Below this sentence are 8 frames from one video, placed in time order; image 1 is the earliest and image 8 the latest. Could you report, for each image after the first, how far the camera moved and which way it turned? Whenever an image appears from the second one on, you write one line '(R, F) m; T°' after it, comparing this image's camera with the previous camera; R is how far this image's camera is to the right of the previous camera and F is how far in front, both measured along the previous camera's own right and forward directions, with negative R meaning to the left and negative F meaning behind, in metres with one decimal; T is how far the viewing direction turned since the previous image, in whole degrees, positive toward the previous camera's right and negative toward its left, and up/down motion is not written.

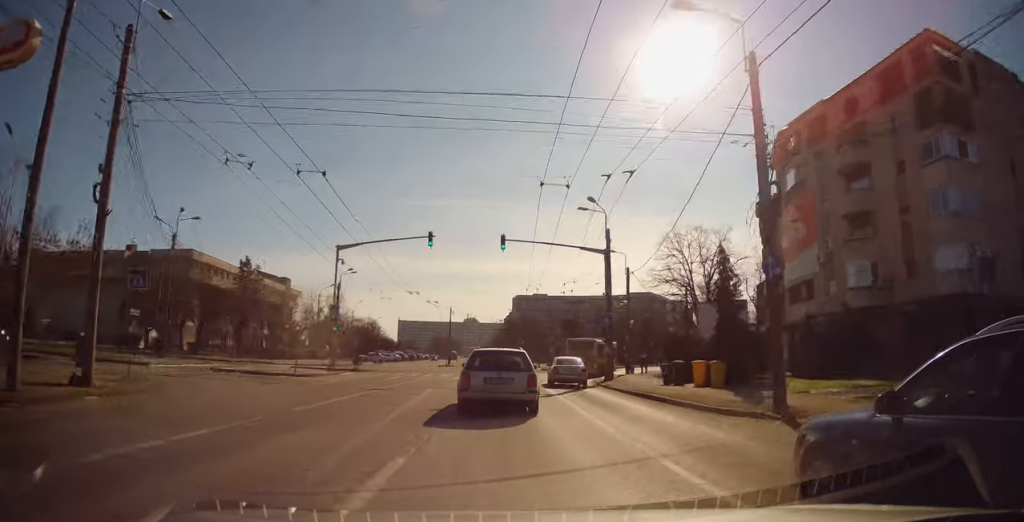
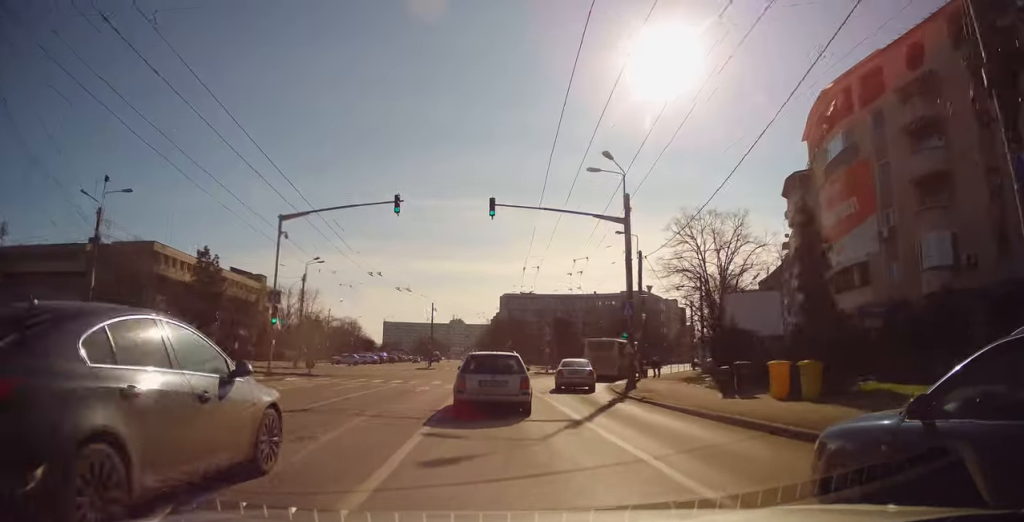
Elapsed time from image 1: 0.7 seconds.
(0.0, +8.1) m; +1°
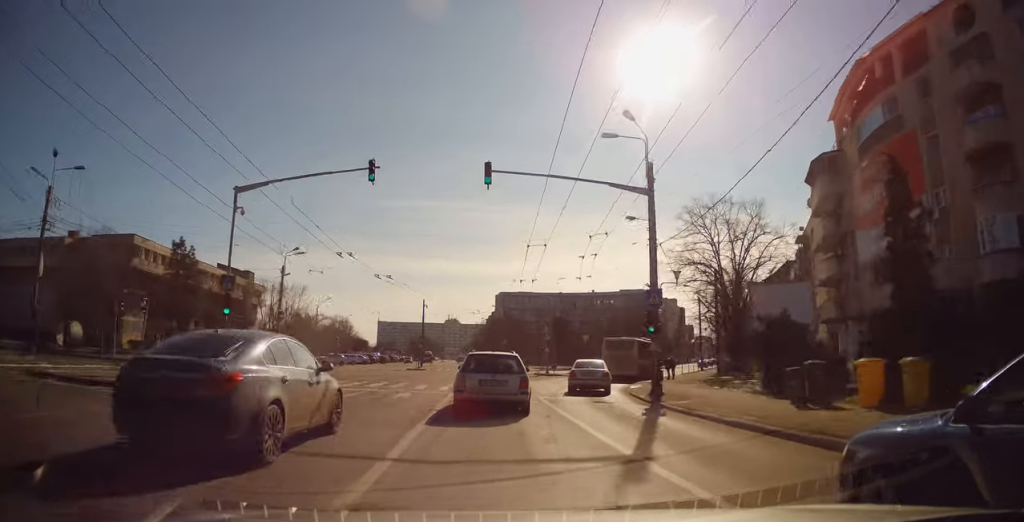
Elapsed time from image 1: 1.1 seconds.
(0.0, +4.6) m; 0°
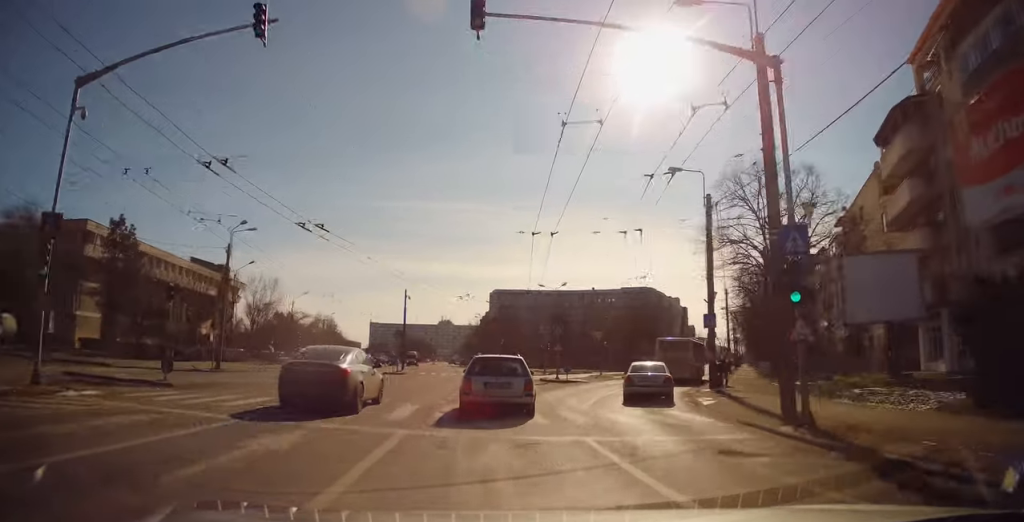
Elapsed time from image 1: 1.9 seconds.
(+0.1, +9.7) m; +1°
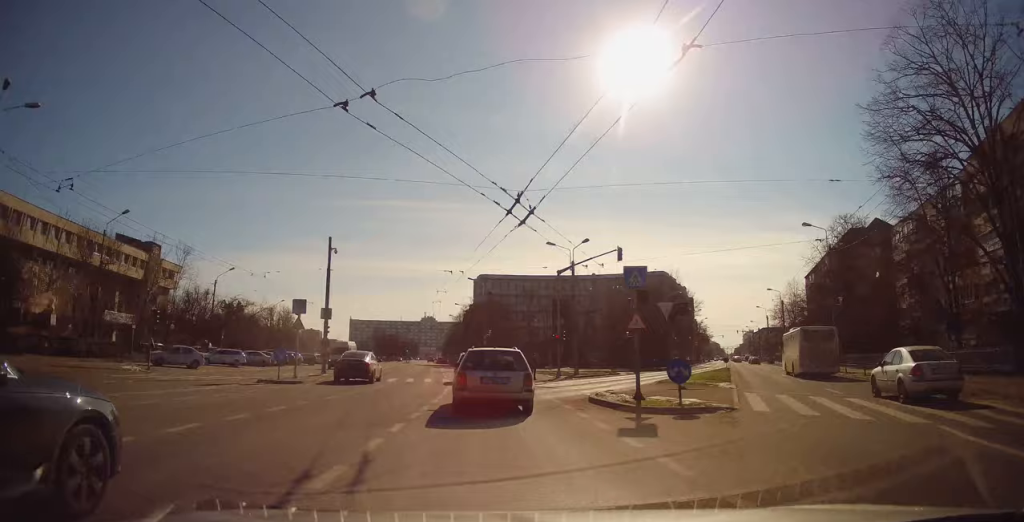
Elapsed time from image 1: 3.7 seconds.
(+0.3, +21.3) m; +2°
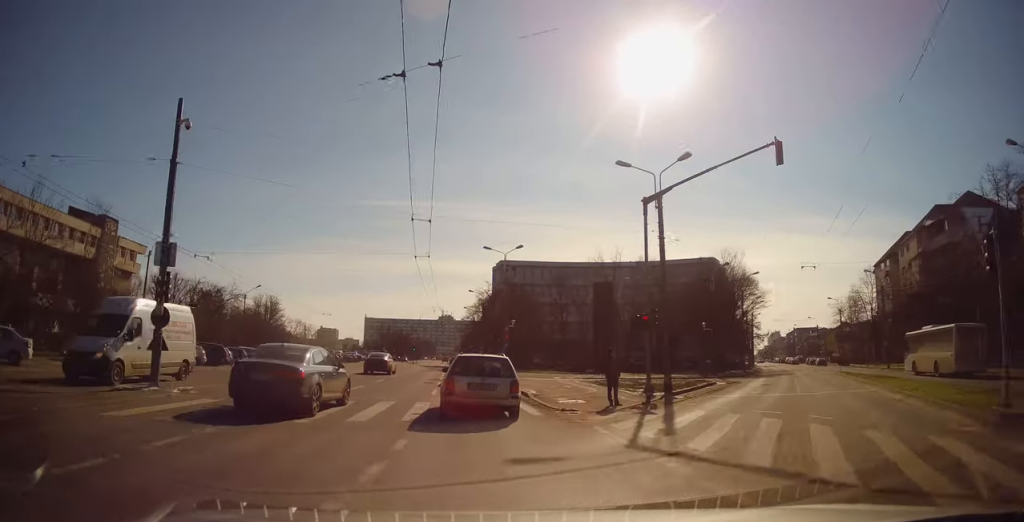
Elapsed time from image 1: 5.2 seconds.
(0.0, +18.7) m; -1°
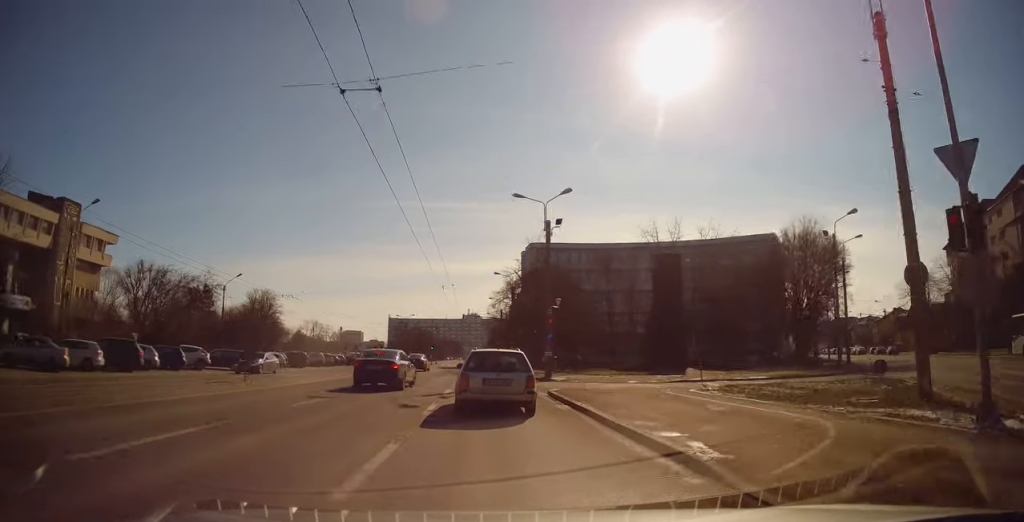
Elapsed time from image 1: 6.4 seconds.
(-0.1, +14.7) m; -1°
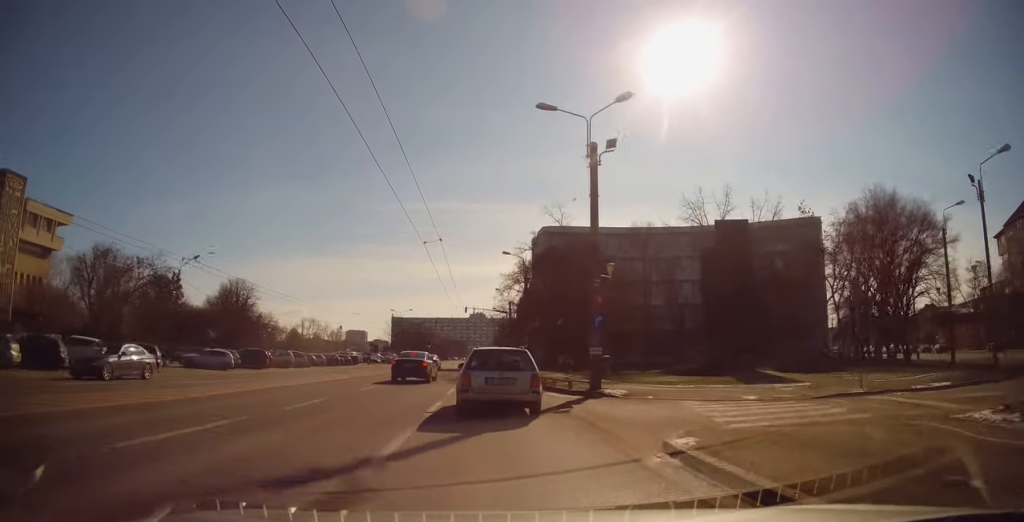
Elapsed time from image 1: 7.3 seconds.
(-0.1, +11.9) m; -1°
